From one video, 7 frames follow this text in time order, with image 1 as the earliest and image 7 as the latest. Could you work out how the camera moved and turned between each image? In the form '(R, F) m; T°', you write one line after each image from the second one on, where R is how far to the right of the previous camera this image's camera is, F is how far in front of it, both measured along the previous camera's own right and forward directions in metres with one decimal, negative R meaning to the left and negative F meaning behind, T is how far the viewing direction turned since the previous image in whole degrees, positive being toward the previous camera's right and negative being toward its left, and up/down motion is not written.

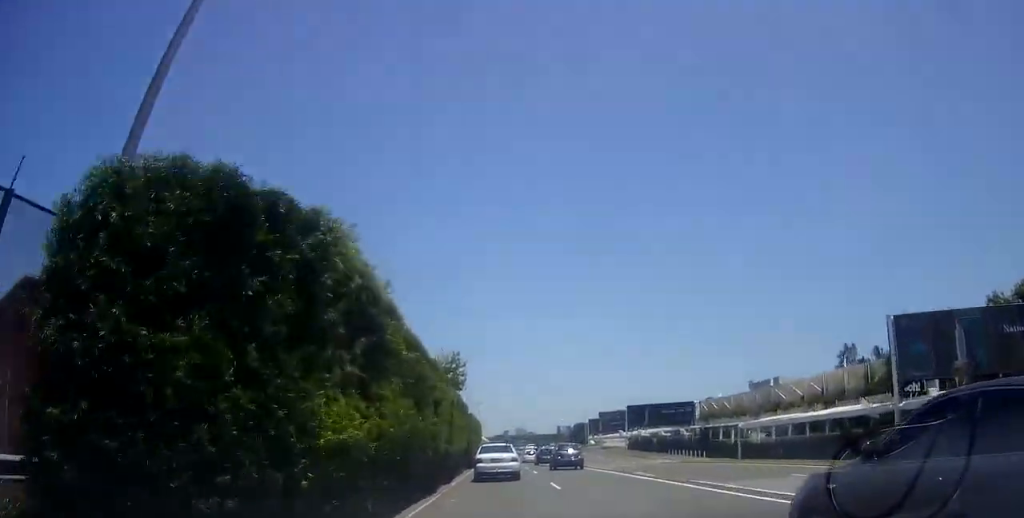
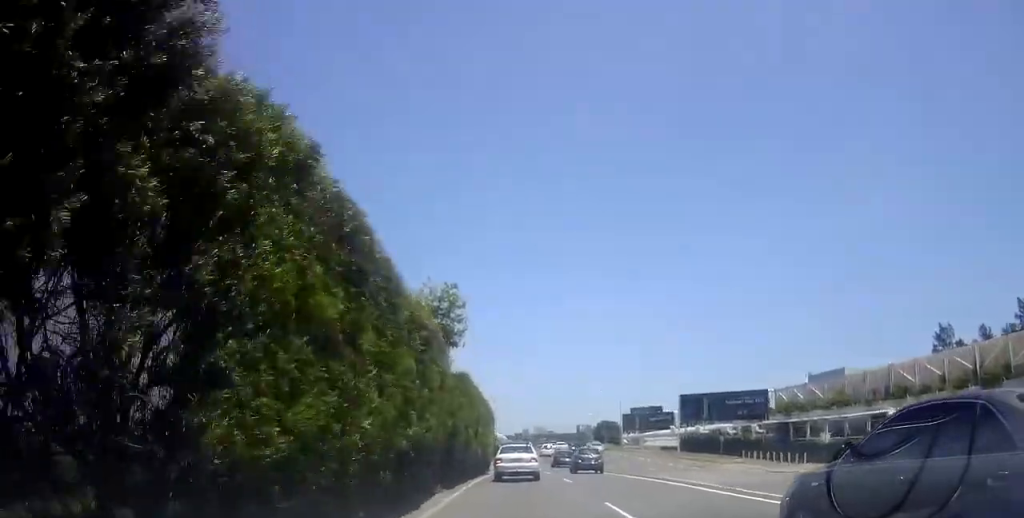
(-0.6, +19.2) m; -1°
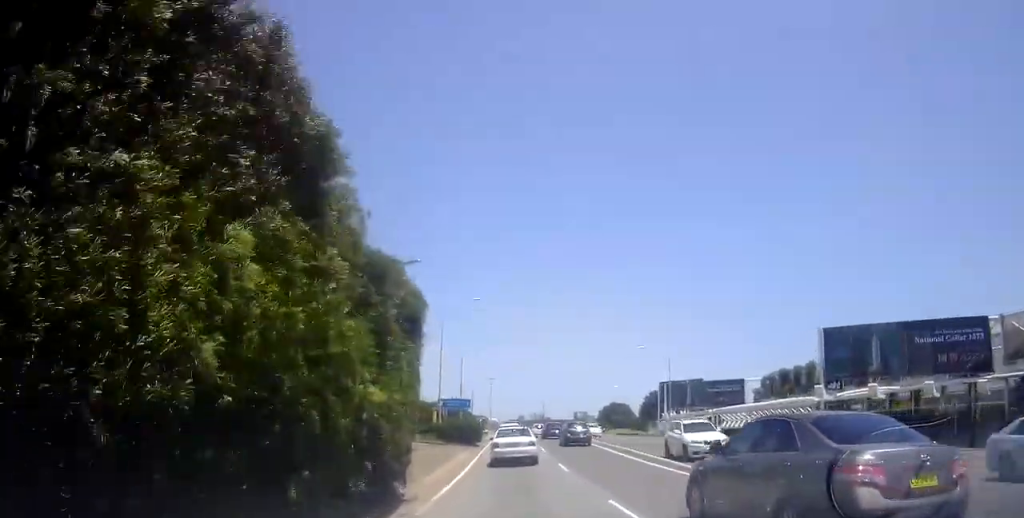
(+0.2, +37.0) m; 0°
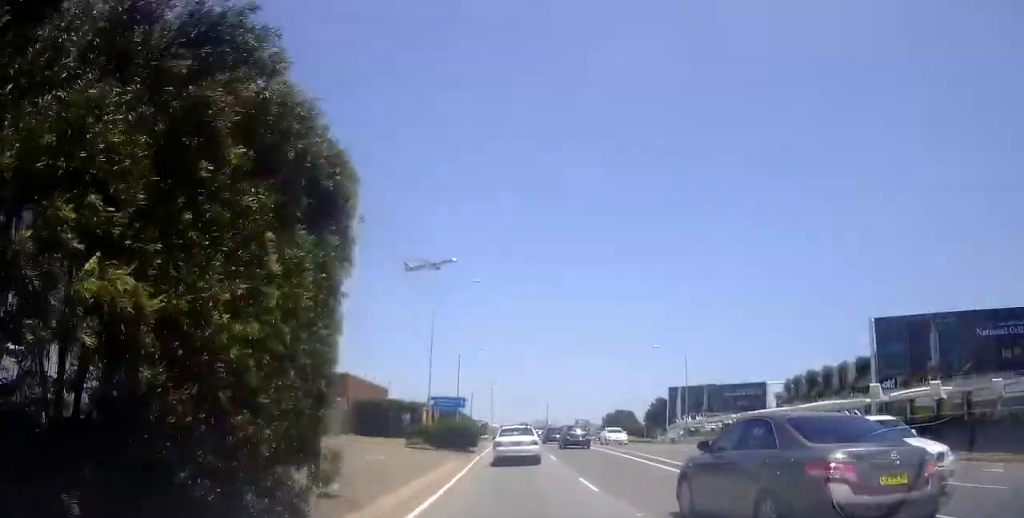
(0.0, +6.2) m; 0°
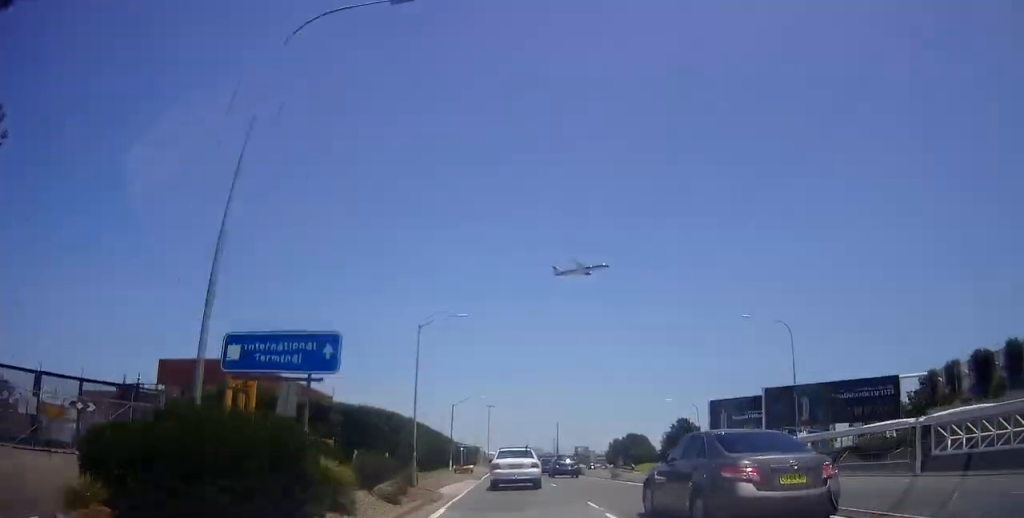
(-0.4, +27.0) m; -1°
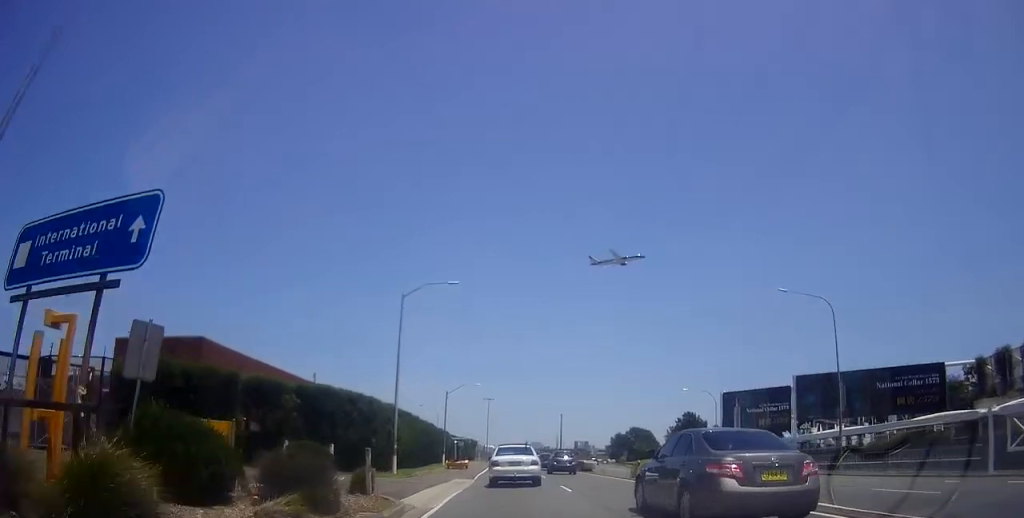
(+0.1, +6.0) m; 0°
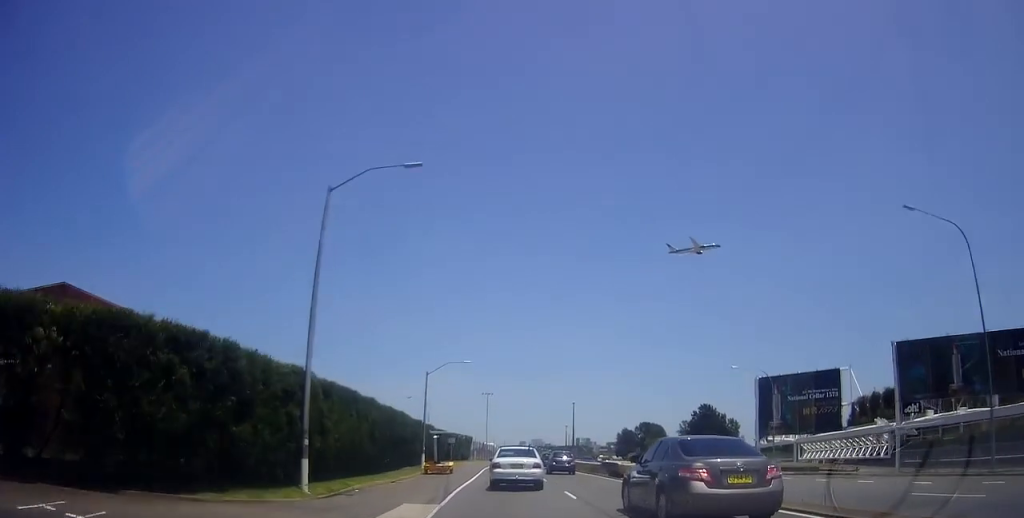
(+0.1, +13.6) m; 0°
